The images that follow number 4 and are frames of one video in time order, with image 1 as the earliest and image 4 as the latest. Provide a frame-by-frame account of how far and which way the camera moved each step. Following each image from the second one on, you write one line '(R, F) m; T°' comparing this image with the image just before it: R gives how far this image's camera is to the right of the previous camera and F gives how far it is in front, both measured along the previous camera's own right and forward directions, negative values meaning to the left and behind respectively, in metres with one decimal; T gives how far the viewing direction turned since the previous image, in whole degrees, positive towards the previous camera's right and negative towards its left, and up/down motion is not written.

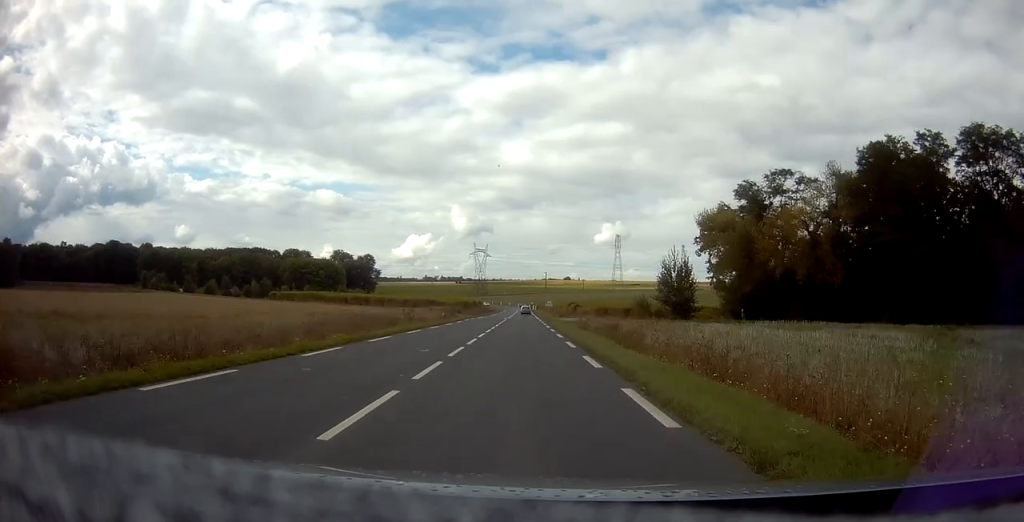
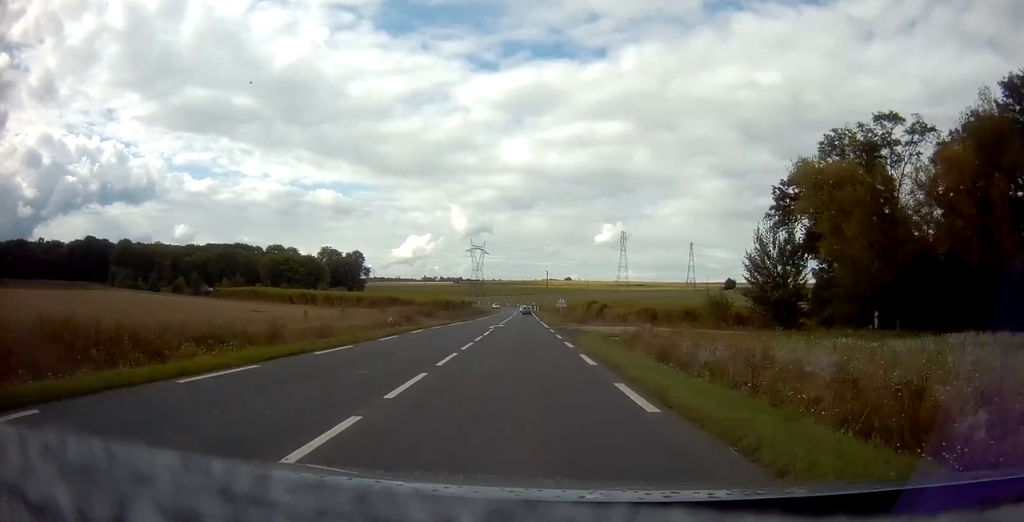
(+0.1, +25.0) m; 0°
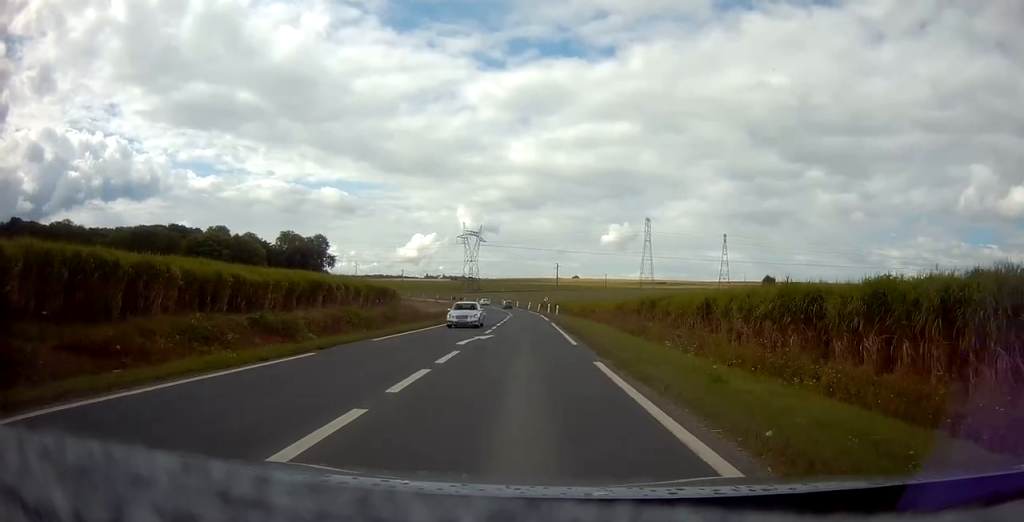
(-0.7, +72.3) m; 0°
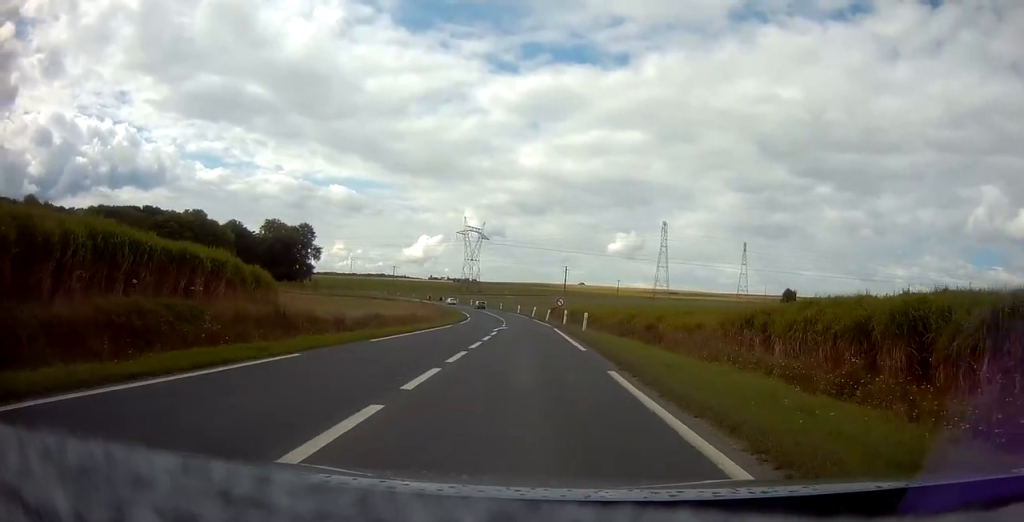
(-0.4, +27.4) m; -2°
